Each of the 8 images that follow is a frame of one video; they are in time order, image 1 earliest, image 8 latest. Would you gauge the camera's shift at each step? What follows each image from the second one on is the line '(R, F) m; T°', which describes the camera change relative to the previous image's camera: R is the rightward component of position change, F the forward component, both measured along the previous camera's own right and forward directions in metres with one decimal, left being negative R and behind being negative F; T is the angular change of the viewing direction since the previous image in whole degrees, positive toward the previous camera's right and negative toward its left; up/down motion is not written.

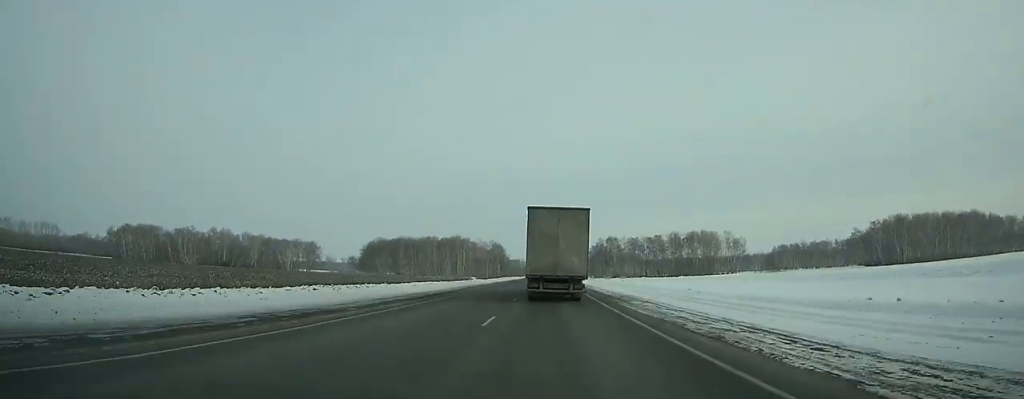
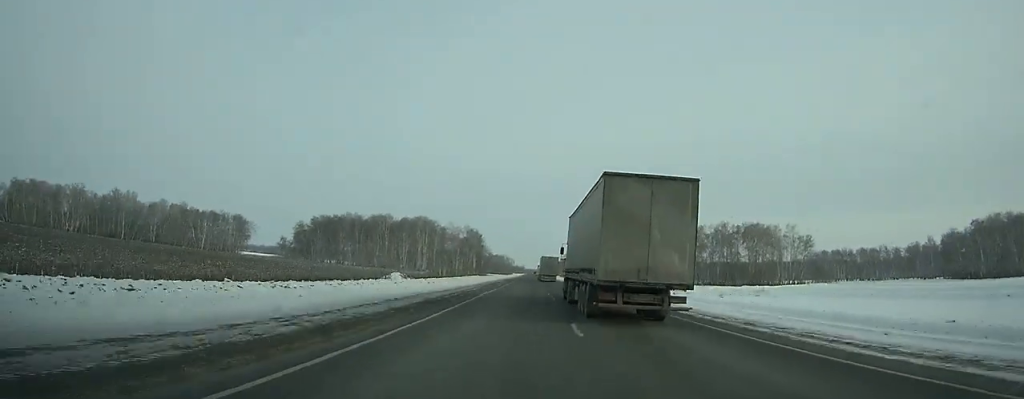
(-0.2, +86.7) m; 0°
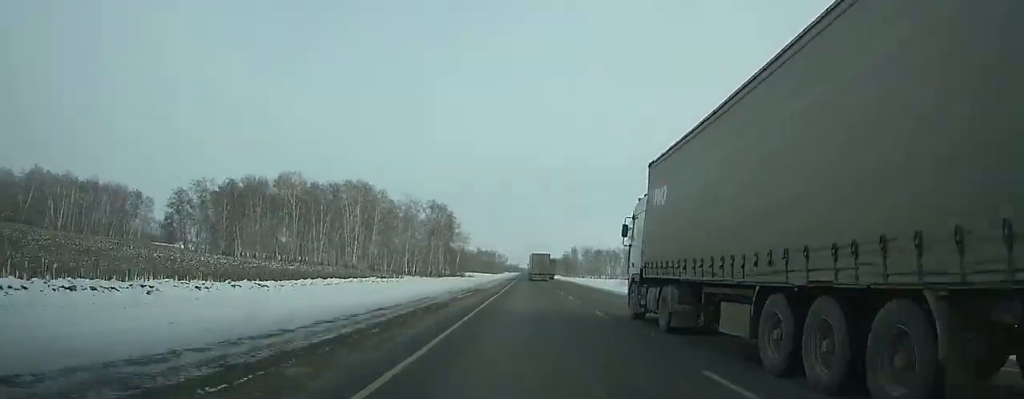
(+0.8, +93.1) m; +1°
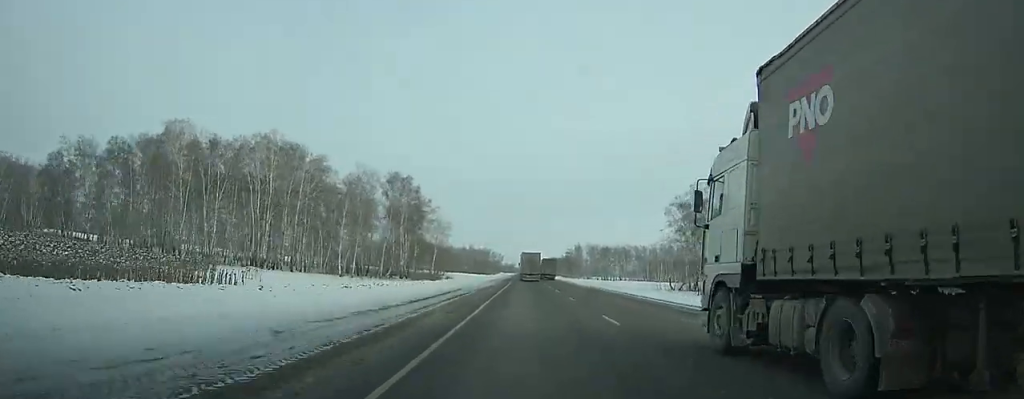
(+0.2, +50.1) m; 0°
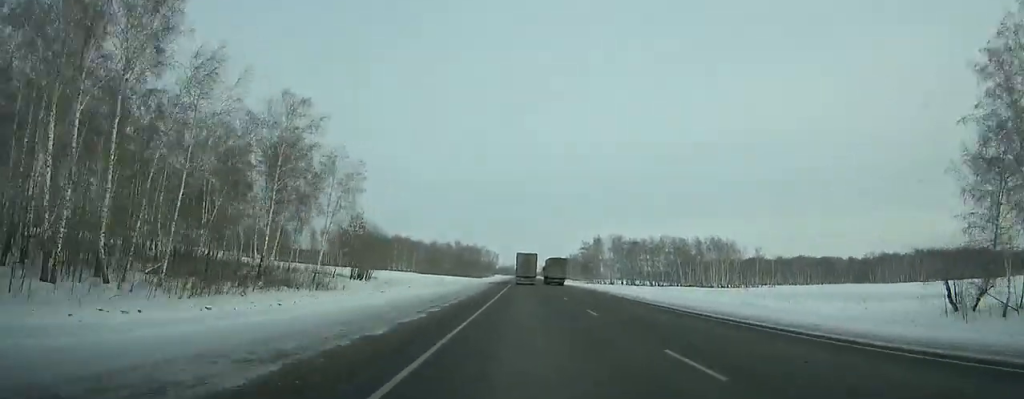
(+0.5, +91.6) m; 0°
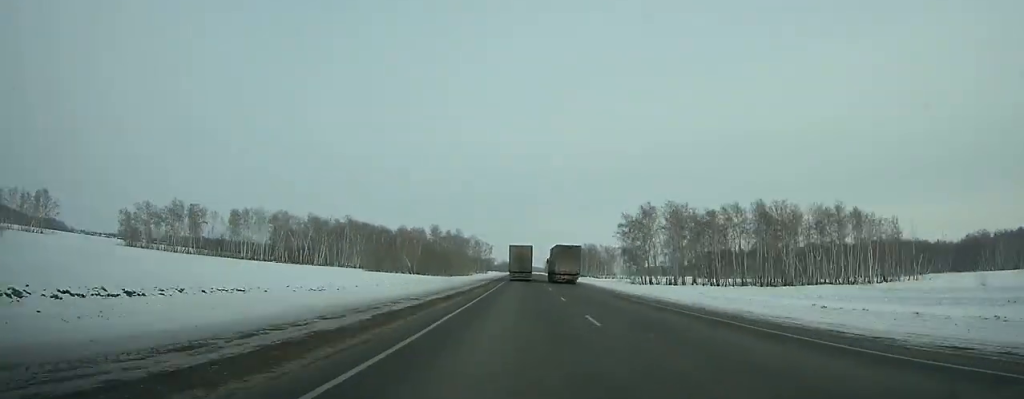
(-0.3, +98.0) m; 0°
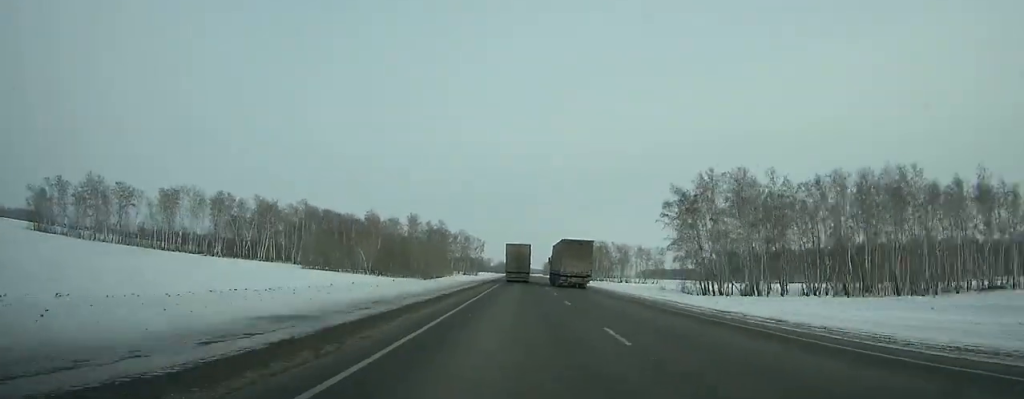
(-0.4, +50.6) m; 0°
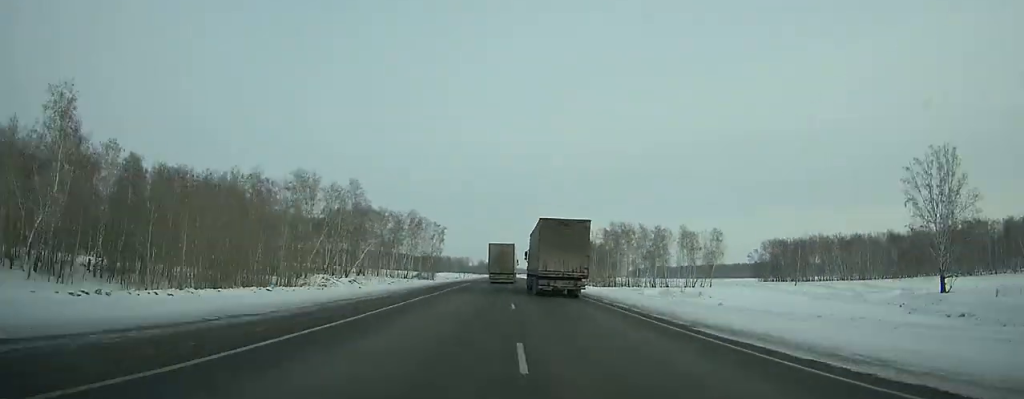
(+1.6, +97.6) m; +1°
